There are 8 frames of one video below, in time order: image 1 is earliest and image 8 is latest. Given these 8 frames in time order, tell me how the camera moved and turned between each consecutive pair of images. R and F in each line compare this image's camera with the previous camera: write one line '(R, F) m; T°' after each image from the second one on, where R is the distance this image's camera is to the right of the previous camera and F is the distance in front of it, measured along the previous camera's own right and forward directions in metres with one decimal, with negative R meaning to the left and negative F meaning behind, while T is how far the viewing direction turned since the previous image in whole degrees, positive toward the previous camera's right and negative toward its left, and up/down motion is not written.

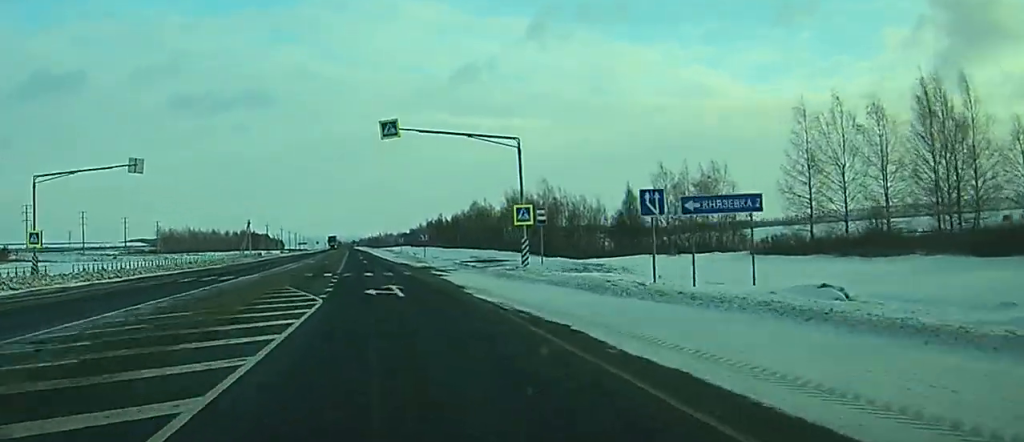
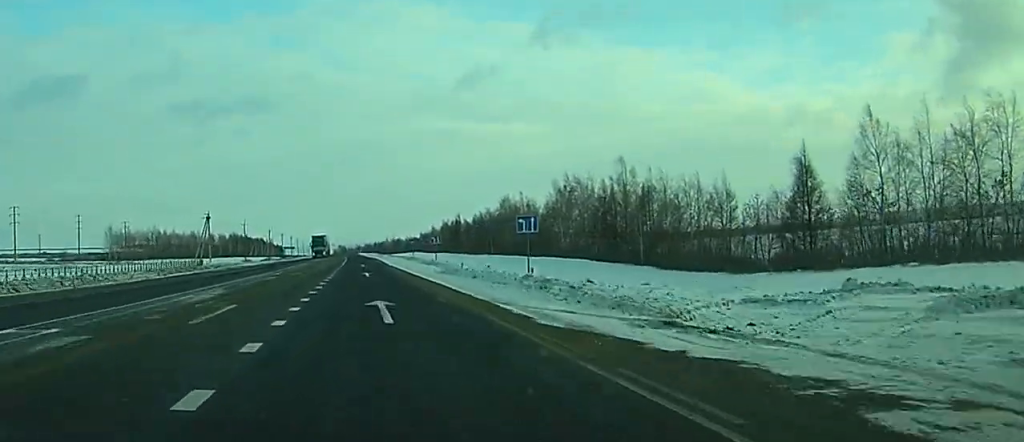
(+0.2, +58.8) m; 0°
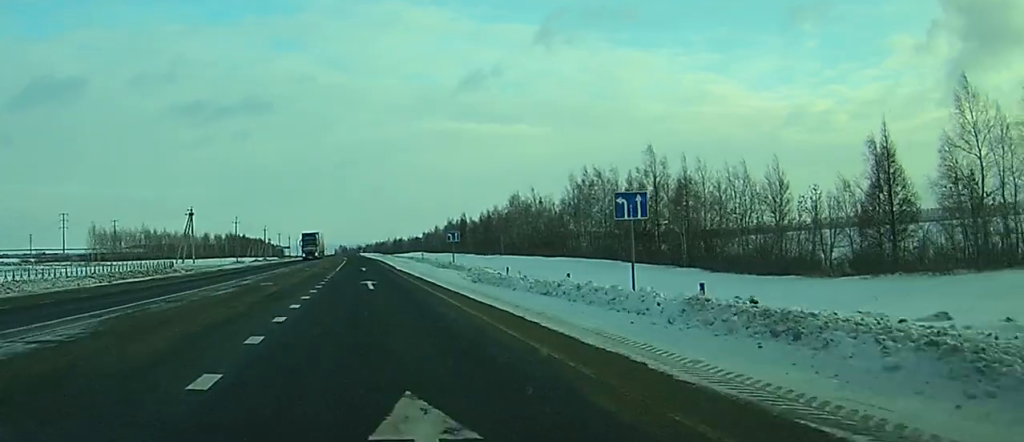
(0.0, +14.8) m; 0°
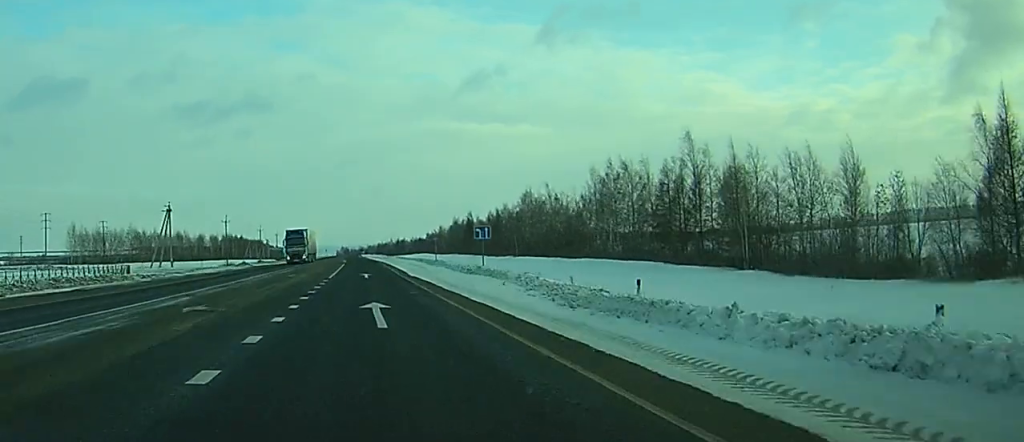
(0.0, +15.8) m; 0°
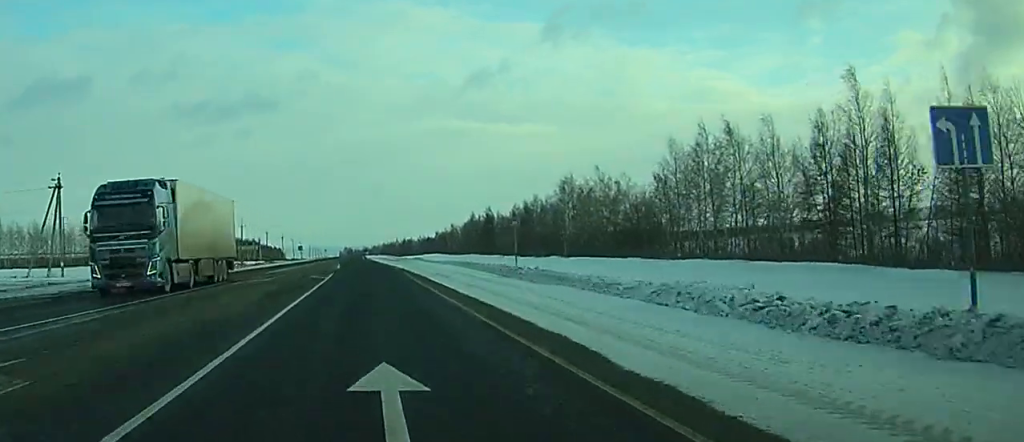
(-0.3, +42.0) m; -1°
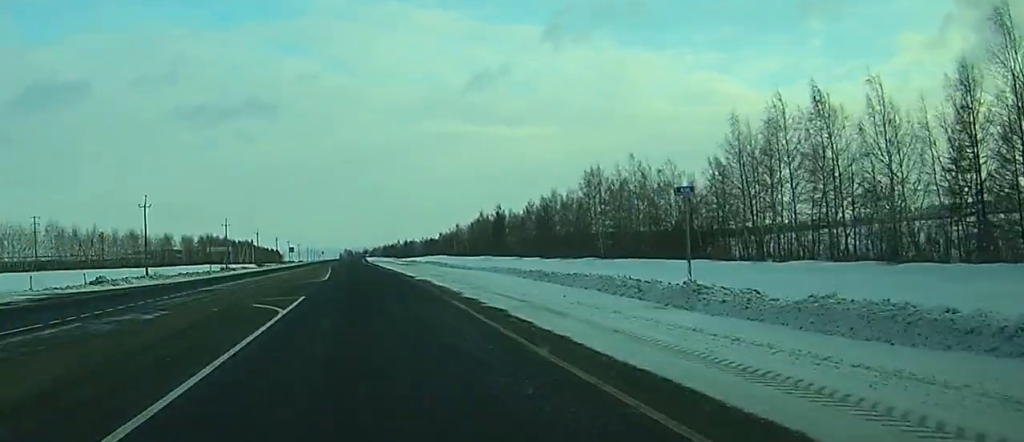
(-0.1, +22.1) m; 0°
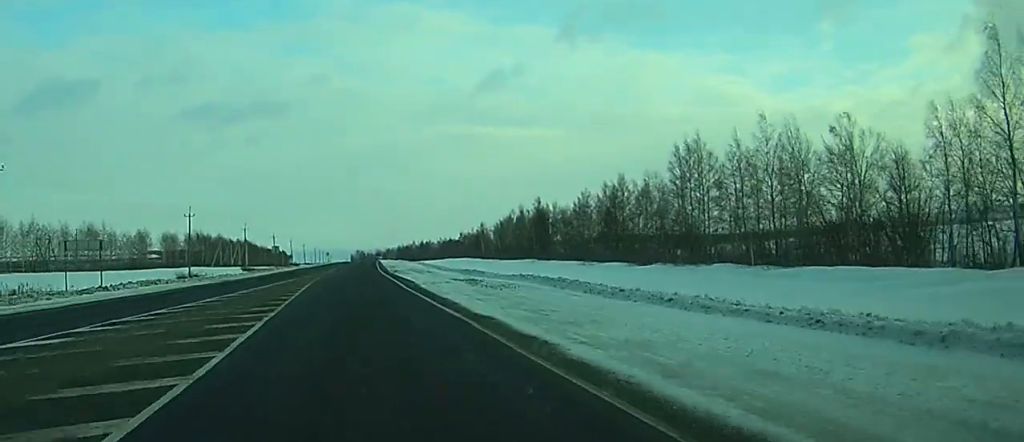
(-0.1, +45.4) m; -1°
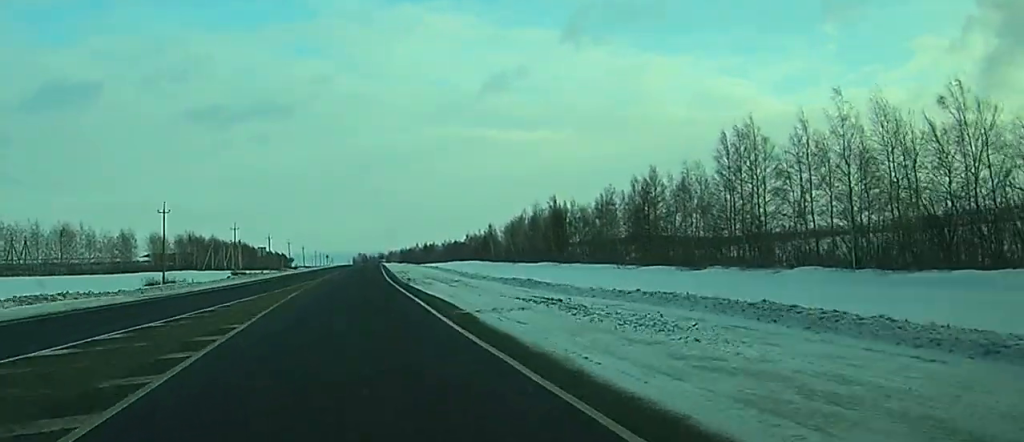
(-0.1, +17.0) m; 0°
